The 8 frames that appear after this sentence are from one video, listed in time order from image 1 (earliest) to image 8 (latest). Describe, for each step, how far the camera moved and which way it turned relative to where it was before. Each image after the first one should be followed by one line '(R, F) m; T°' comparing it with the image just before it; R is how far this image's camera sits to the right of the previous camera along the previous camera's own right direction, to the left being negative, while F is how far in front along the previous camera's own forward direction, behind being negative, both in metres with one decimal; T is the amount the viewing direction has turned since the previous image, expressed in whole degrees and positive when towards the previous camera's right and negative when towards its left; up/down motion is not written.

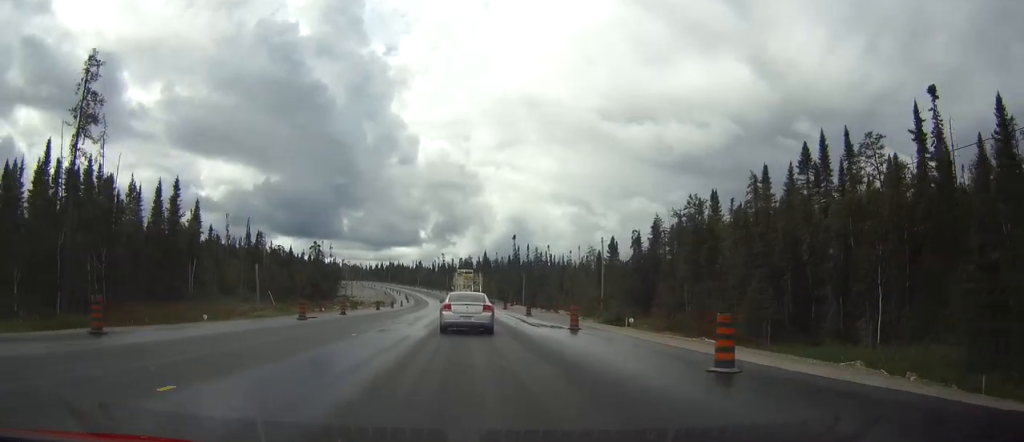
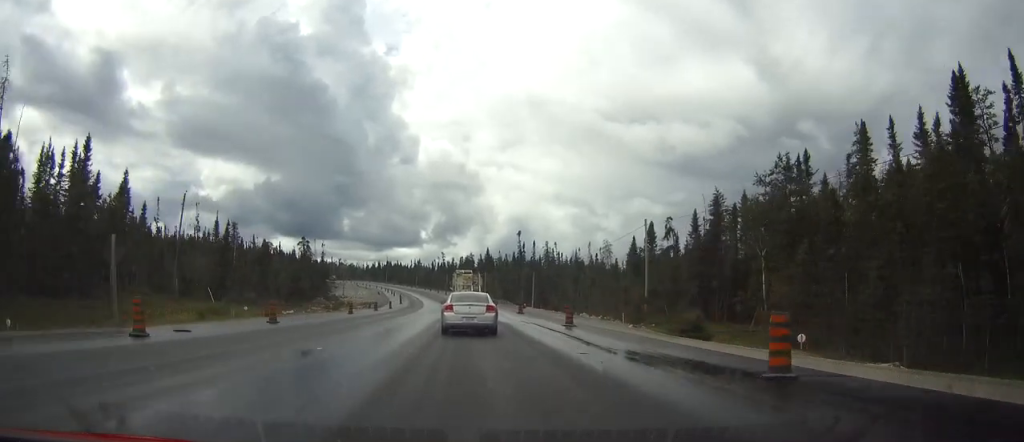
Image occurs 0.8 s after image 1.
(0.0, +19.4) m; 0°
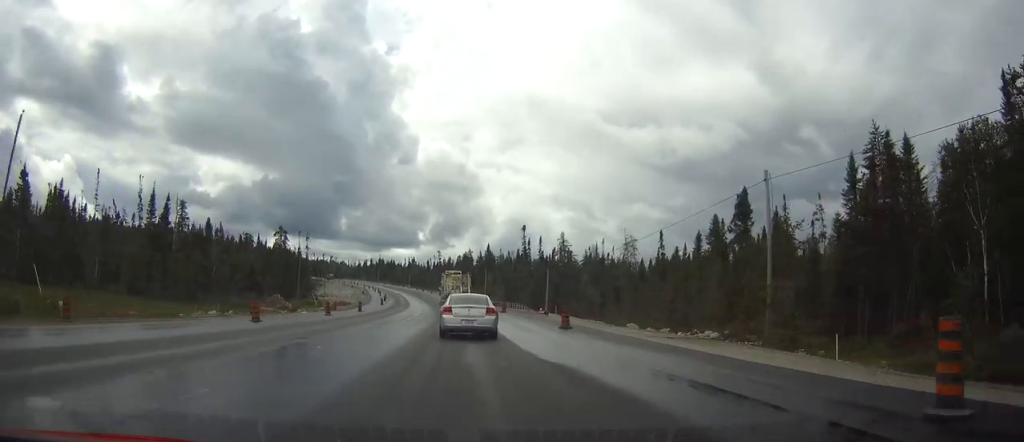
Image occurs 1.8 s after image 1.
(+0.1, +26.5) m; 0°
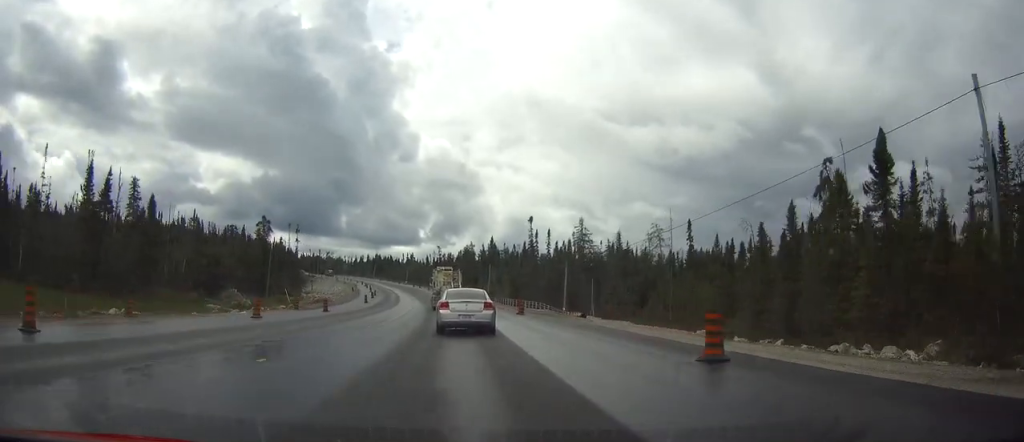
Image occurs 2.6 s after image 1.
(0.0, +18.7) m; 0°
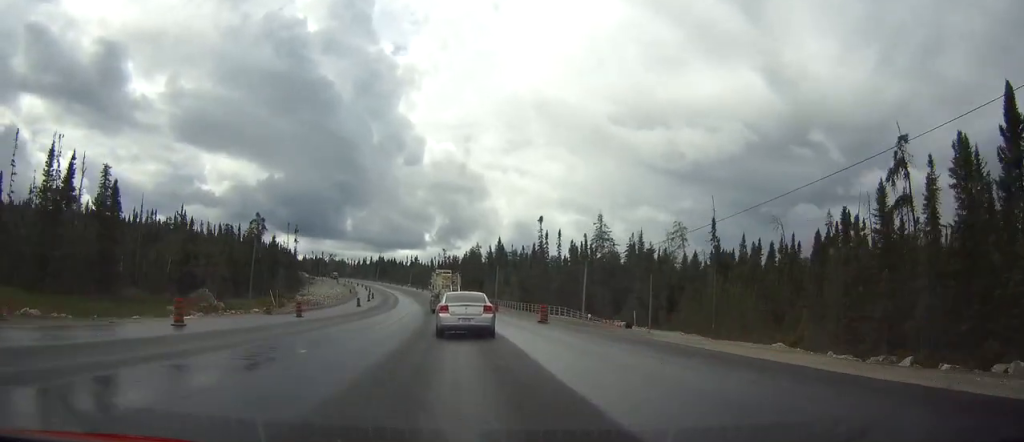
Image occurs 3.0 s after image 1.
(0.0, +10.5) m; 0°
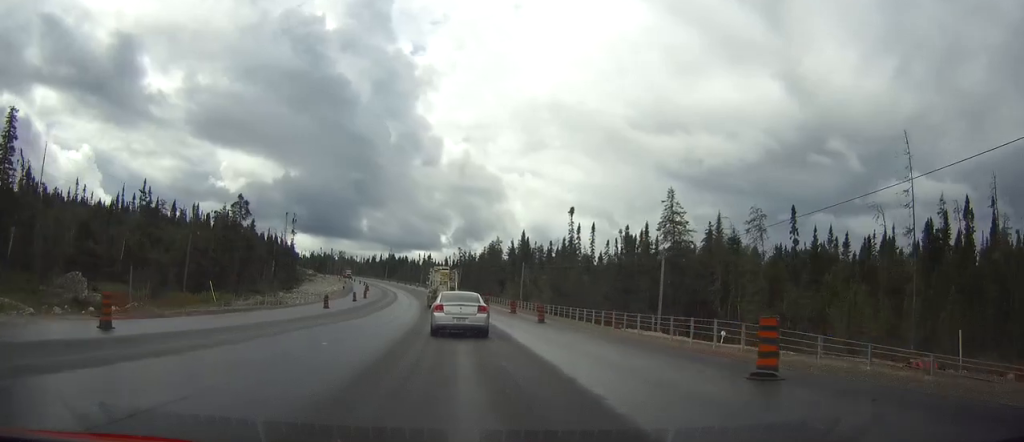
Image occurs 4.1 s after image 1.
(-0.2, +26.5) m; -1°
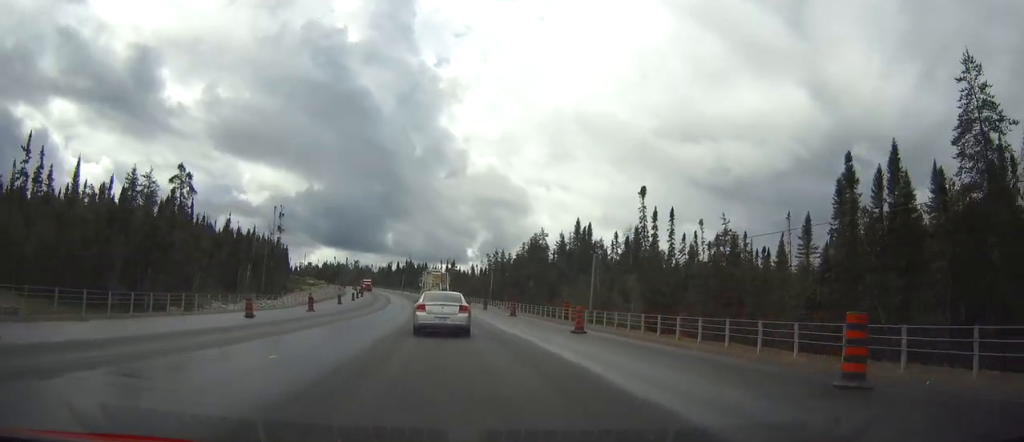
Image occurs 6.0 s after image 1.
(-1.0, +44.7) m; -3°
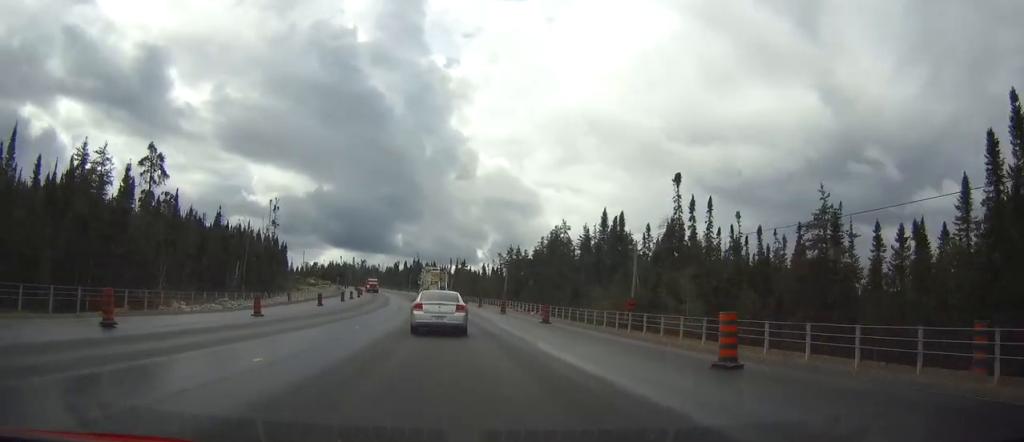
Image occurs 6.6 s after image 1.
(-0.1, +14.4) m; -1°
